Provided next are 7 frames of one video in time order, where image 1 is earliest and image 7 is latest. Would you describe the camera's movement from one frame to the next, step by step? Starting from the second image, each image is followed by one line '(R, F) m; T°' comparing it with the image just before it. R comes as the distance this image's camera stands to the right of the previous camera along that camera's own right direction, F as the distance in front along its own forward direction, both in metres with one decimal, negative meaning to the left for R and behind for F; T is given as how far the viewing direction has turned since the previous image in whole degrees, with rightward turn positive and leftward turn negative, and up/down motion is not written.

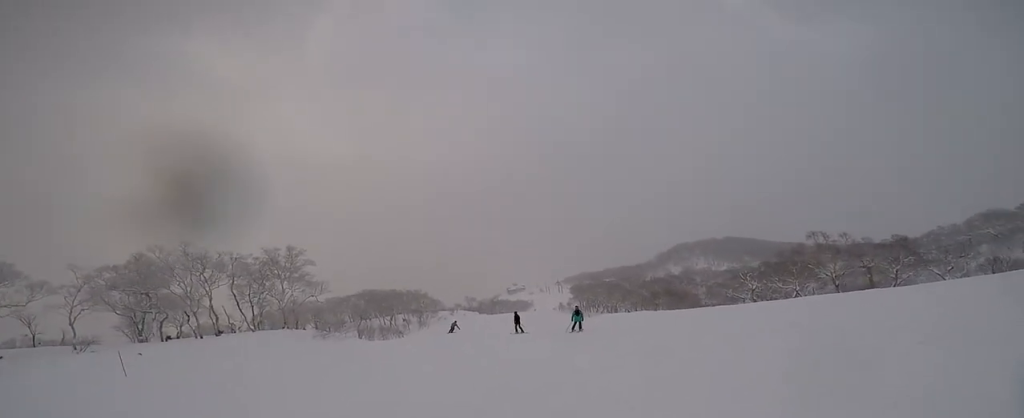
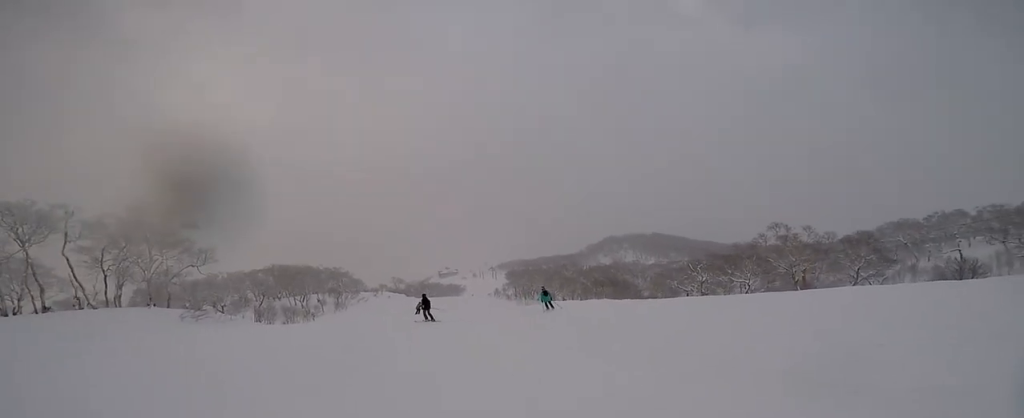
(+0.1, +7.1) m; +6°
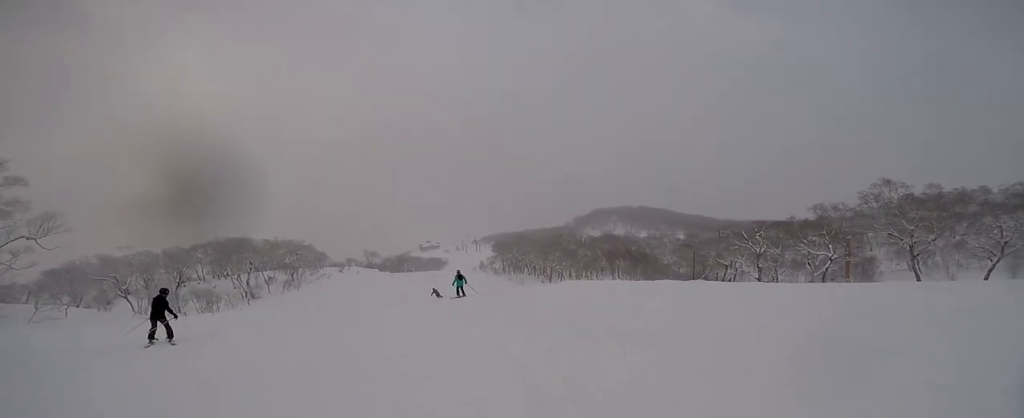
(-0.2, +15.0) m; -9°
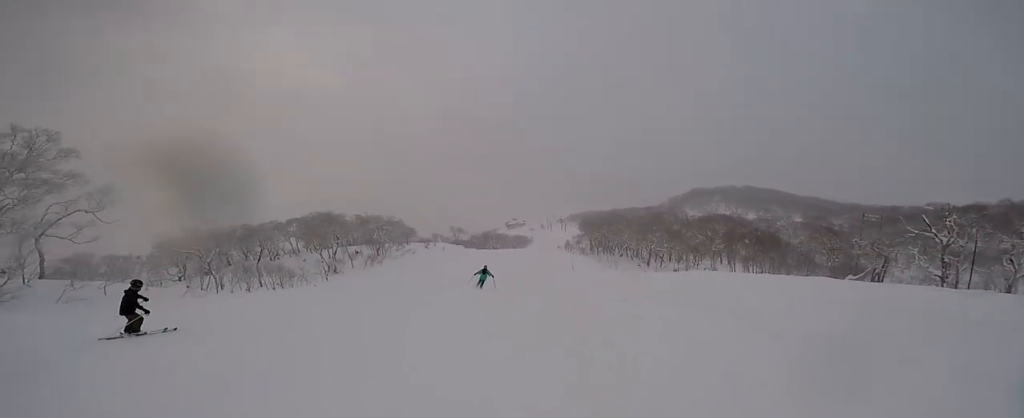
(-0.2, +7.4) m; -1°
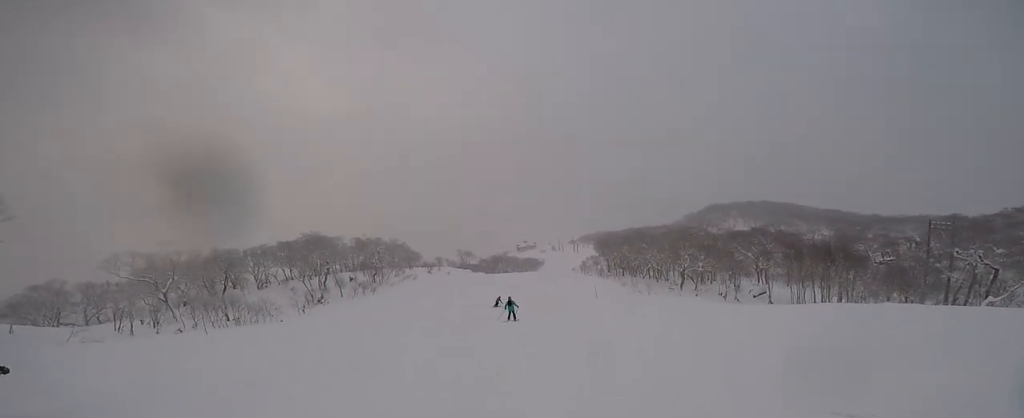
(0.0, +9.7) m; 0°
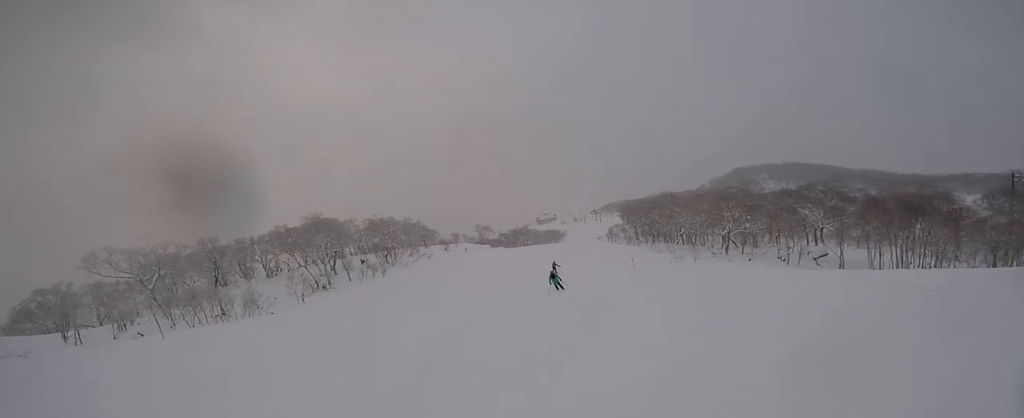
(0.0, +6.3) m; 0°
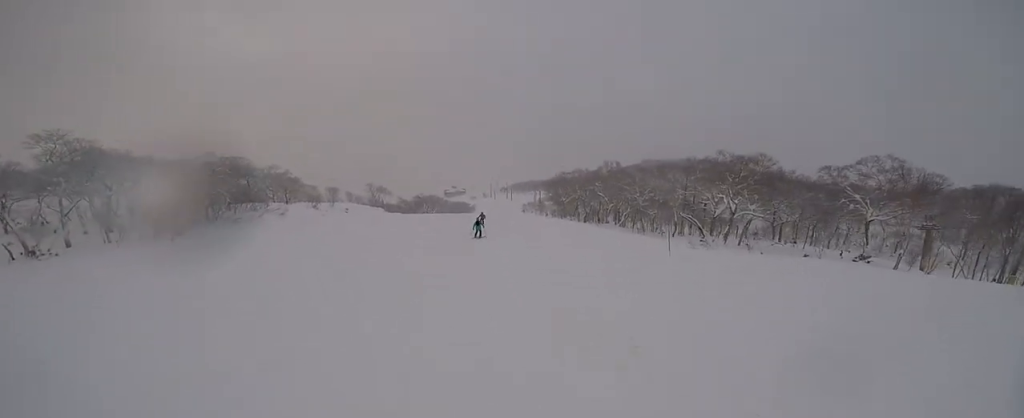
(0.0, +20.5) m; 0°
